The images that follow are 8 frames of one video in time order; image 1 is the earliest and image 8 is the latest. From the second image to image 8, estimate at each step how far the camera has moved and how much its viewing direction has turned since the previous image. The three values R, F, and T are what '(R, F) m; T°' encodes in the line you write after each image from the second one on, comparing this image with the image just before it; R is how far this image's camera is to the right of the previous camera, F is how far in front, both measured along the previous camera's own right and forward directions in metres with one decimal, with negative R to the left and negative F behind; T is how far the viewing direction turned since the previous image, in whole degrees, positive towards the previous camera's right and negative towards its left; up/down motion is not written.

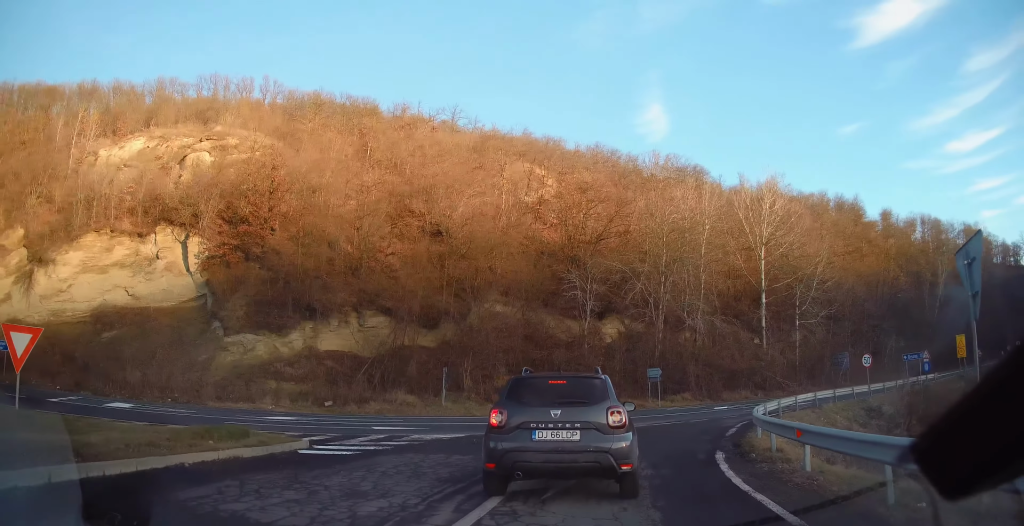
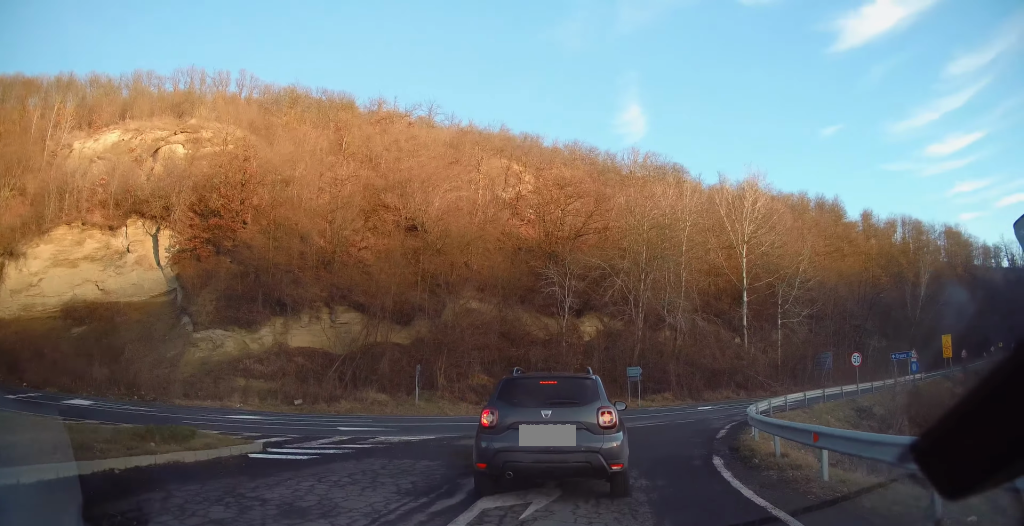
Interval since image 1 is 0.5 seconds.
(0.0, +1.3) m; +4°
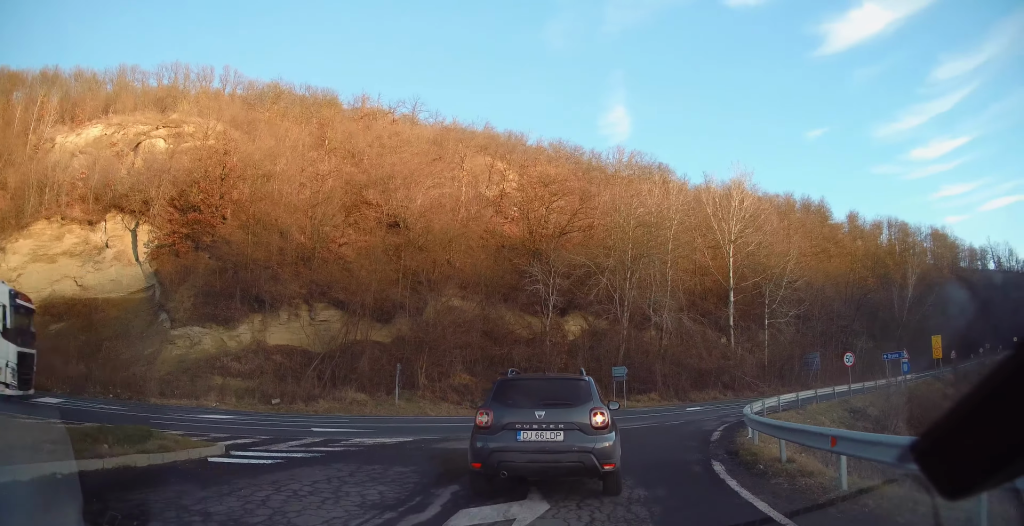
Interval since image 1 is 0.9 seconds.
(+0.1, +0.9) m; +1°
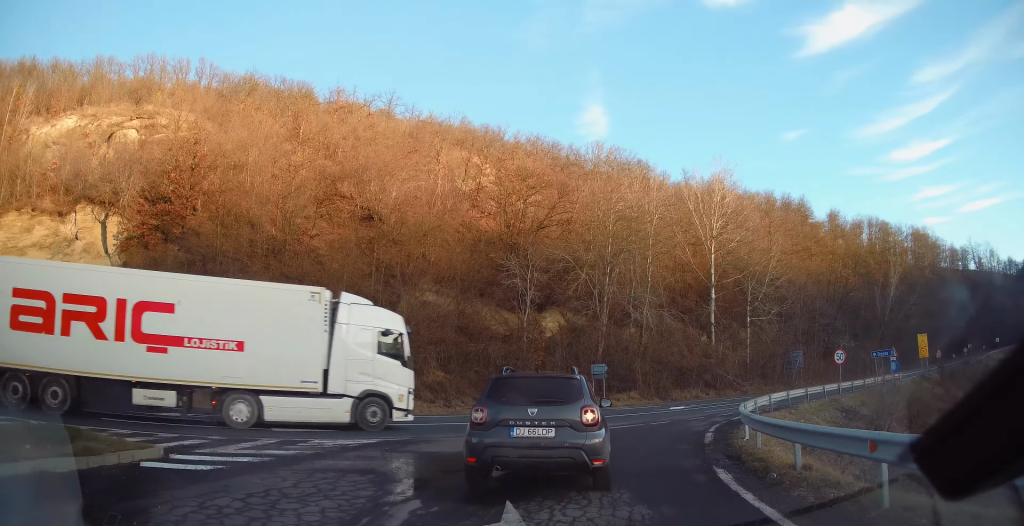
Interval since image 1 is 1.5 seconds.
(+0.1, +1.4) m; +1°
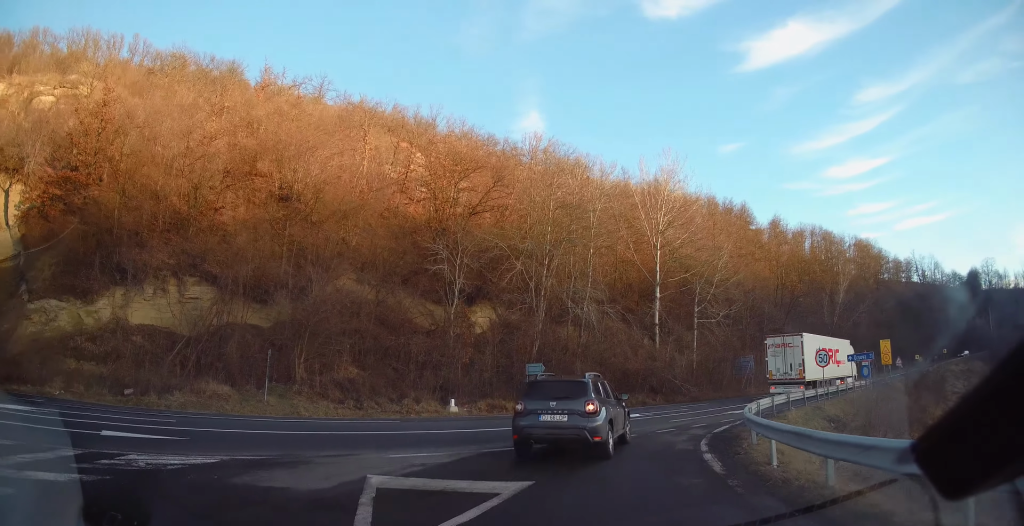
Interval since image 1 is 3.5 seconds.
(-0.4, +5.1) m; +6°
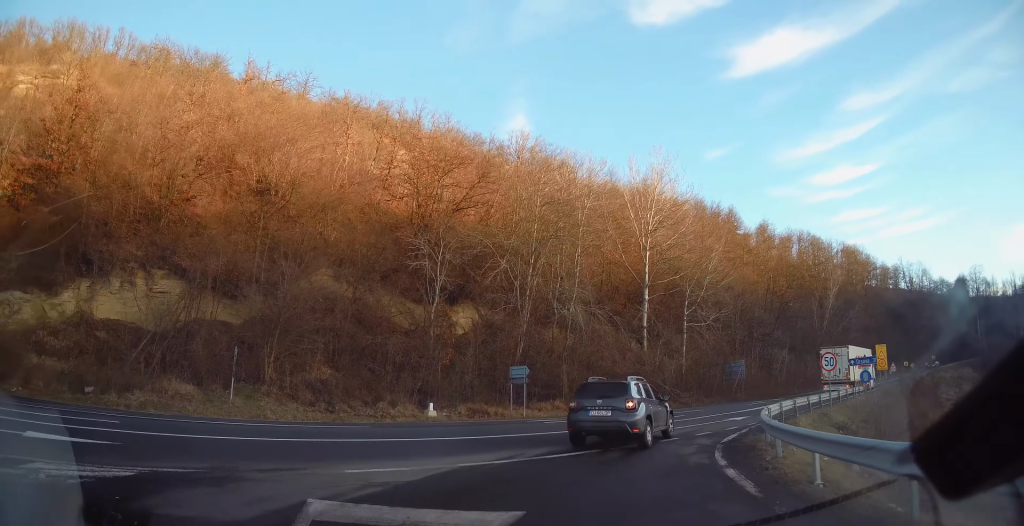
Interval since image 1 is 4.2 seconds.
(+0.3, +2.5) m; +5°
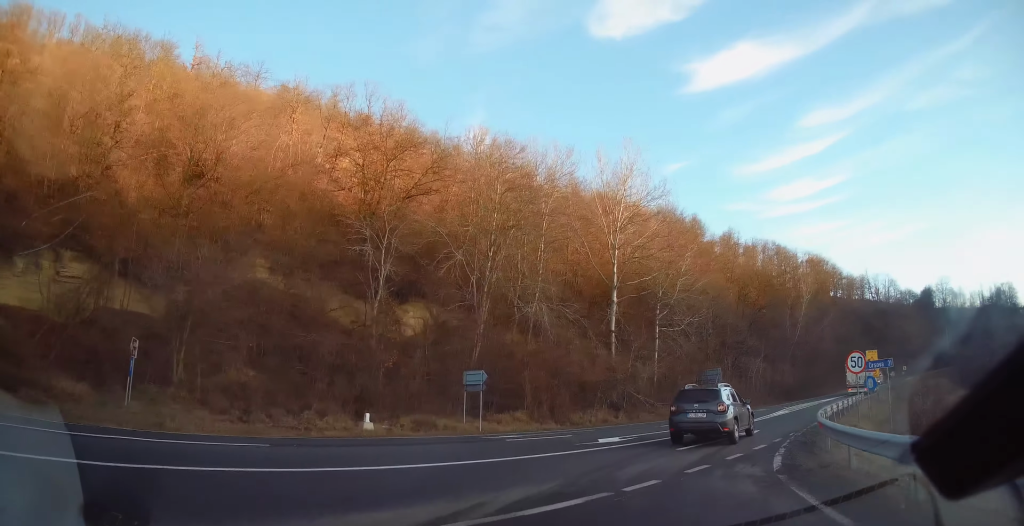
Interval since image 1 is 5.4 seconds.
(+0.3, +5.7) m; +11°
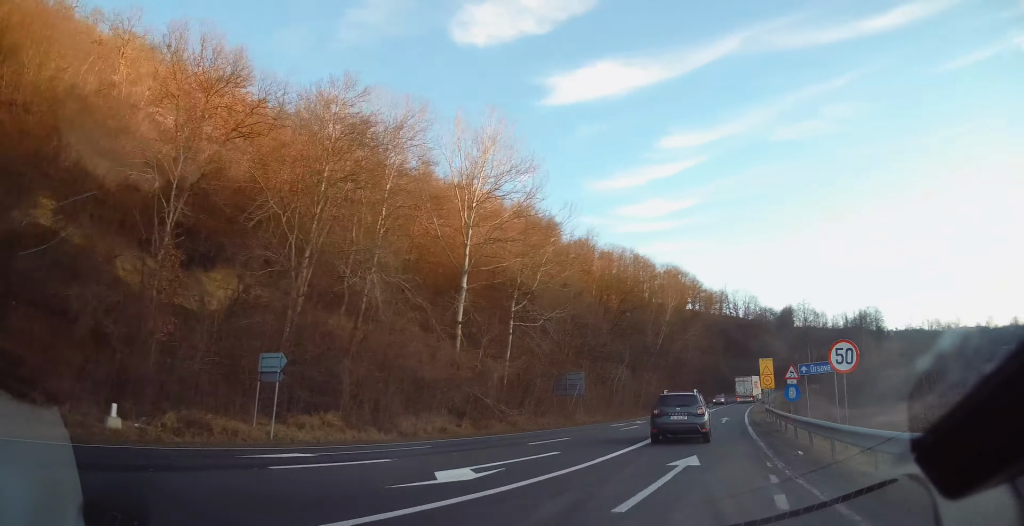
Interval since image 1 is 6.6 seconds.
(+1.1, +8.2) m; +20°
